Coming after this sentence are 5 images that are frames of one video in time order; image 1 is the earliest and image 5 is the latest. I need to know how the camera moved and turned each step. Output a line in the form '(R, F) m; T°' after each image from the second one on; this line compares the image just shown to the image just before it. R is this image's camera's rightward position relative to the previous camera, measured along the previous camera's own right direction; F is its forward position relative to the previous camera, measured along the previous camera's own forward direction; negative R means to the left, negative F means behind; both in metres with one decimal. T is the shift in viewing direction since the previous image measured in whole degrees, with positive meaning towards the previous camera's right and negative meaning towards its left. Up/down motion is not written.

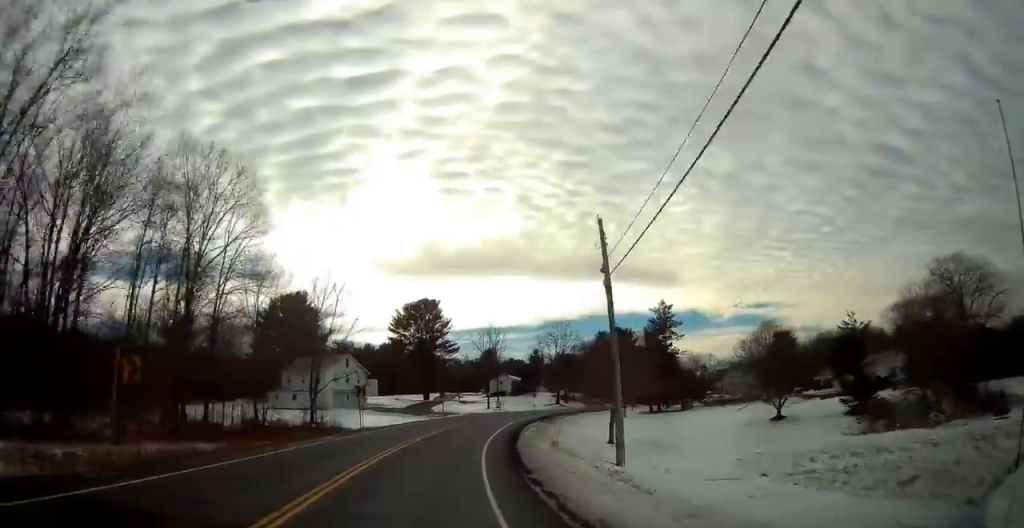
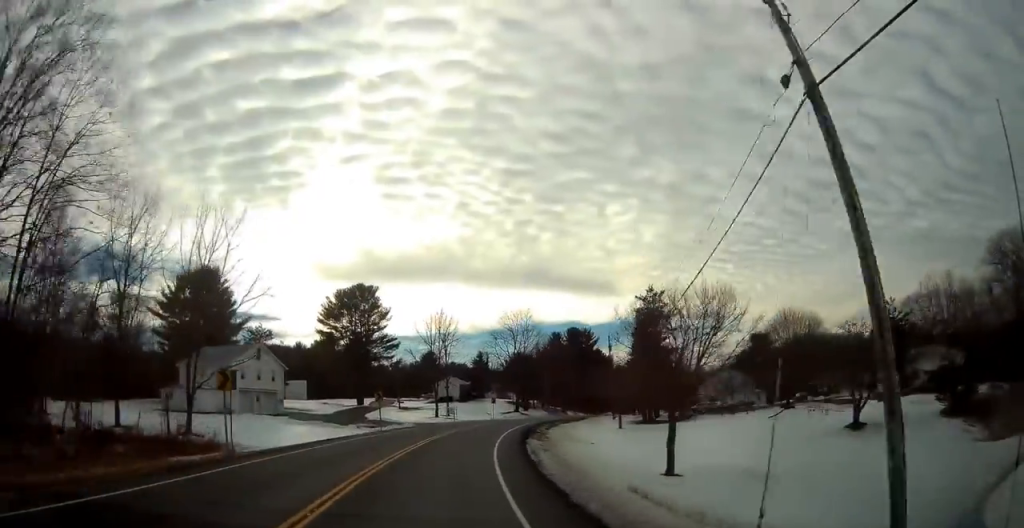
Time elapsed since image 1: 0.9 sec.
(+1.2, +19.4) m; +7°
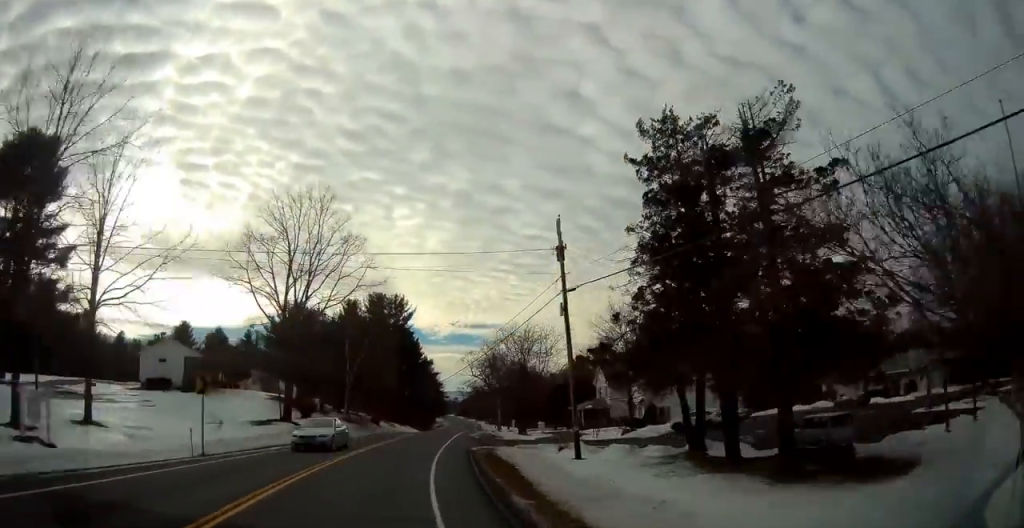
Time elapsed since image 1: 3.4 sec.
(+9.7, +55.0) m; +19°
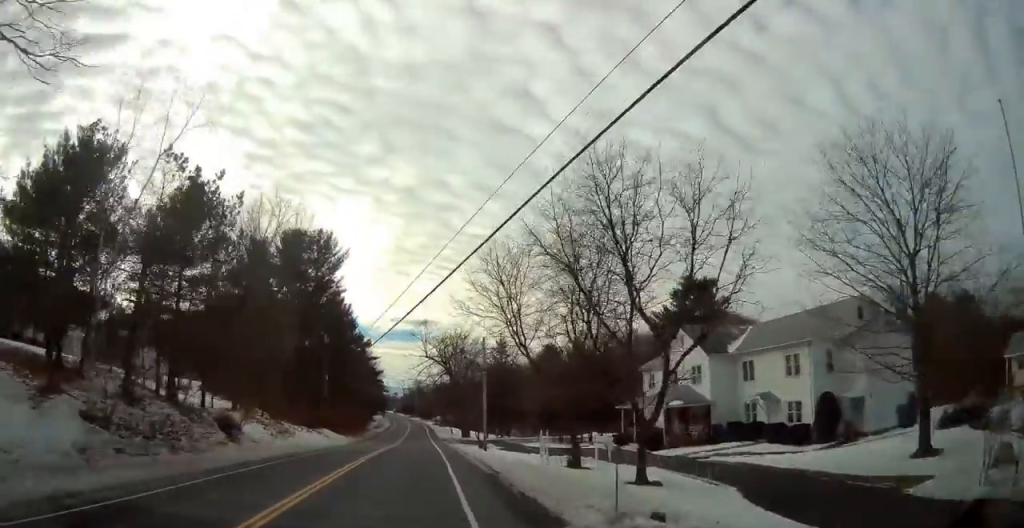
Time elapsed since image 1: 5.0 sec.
(+2.6, +37.1) m; +6°
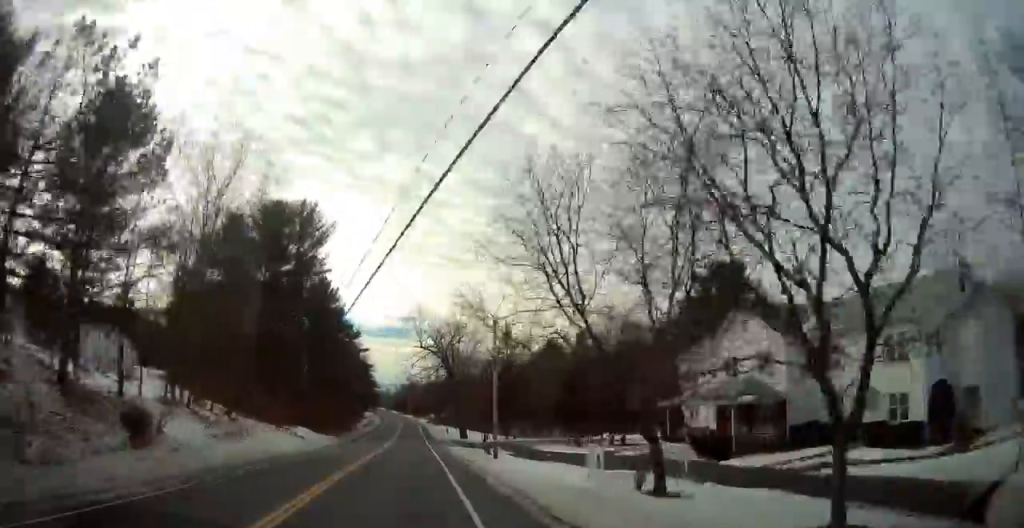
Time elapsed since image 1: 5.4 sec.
(+0.1, +9.3) m; +1°
